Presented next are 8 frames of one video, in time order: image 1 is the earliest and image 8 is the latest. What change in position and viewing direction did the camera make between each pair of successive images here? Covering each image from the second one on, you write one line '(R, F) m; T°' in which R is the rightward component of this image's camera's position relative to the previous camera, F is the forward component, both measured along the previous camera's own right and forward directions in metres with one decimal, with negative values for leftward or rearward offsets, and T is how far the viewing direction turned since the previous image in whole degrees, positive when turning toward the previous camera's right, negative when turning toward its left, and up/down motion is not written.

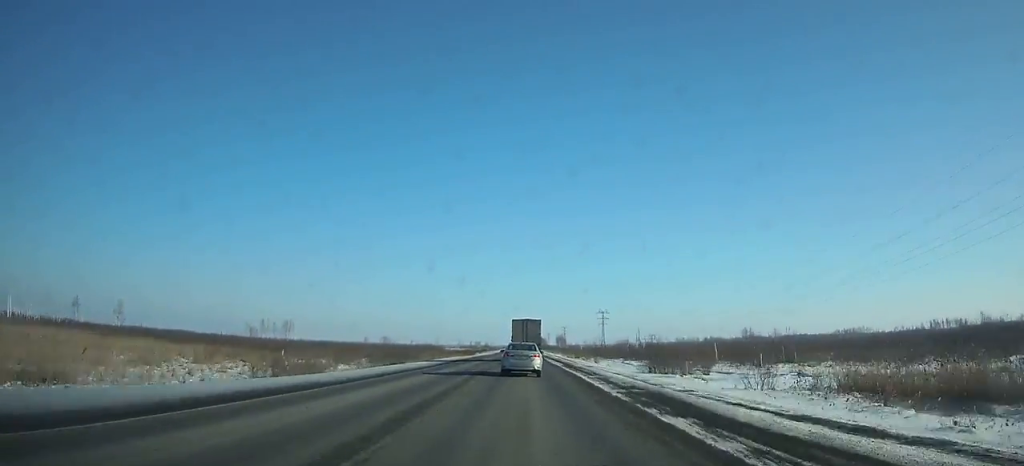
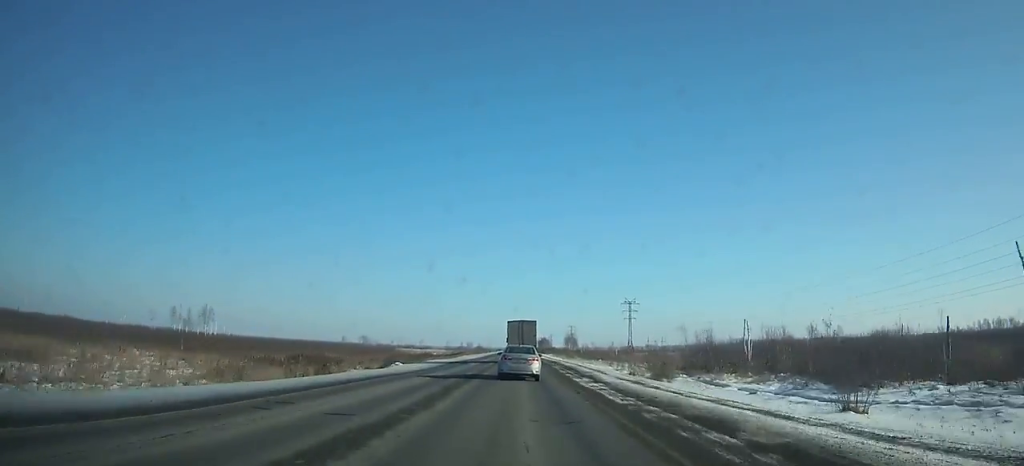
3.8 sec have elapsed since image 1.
(+0.3, +84.6) m; 0°
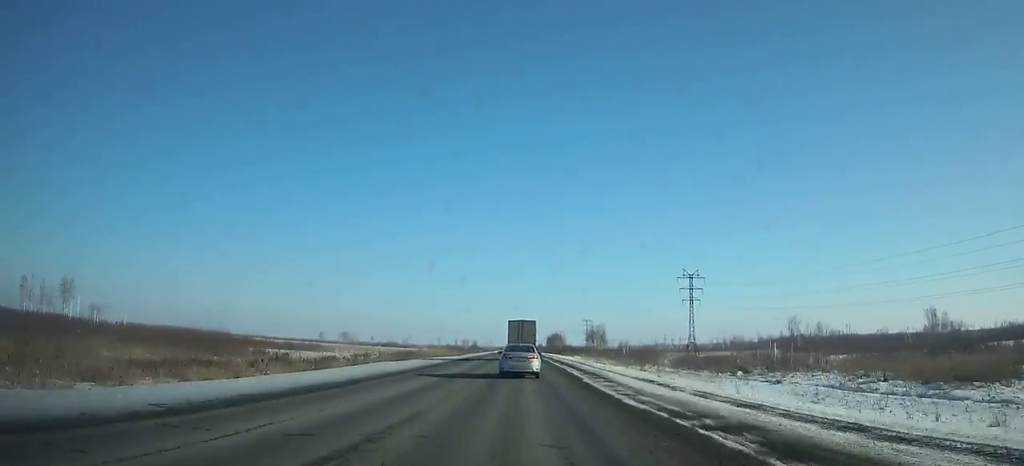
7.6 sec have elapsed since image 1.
(-0.8, +83.5) m; -1°
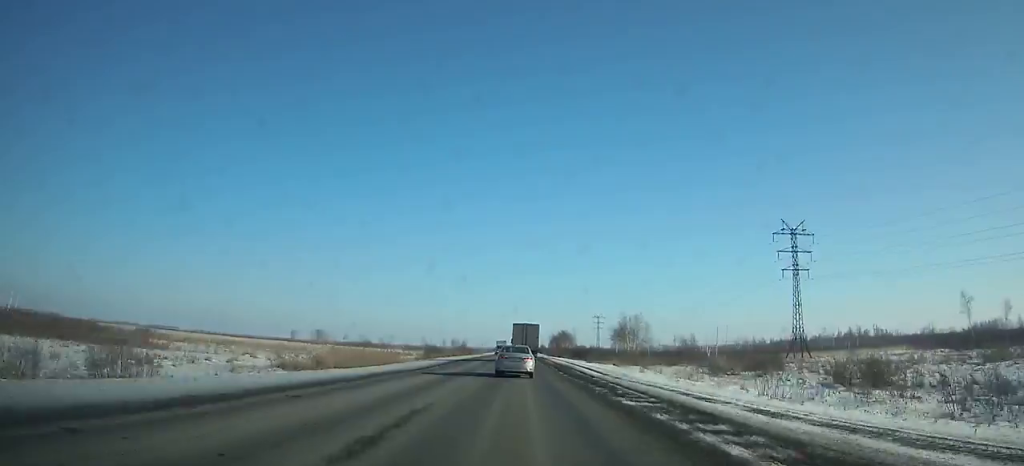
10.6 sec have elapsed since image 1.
(-0.1, +66.0) m; 0°
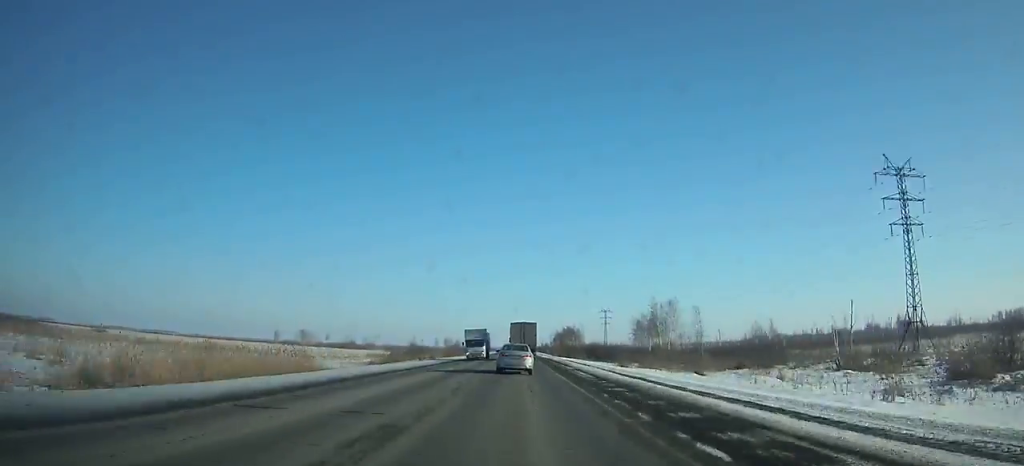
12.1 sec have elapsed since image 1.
(+0.1, +33.2) m; 0°
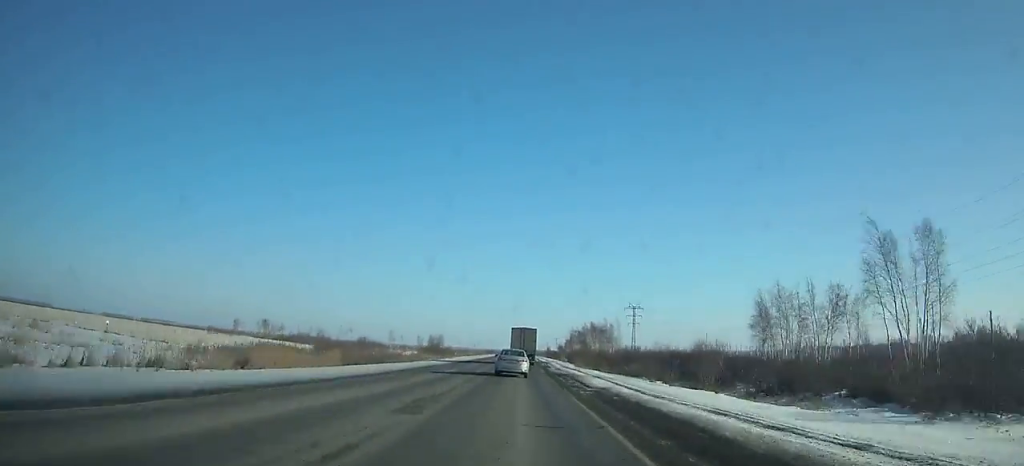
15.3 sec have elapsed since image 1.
(+0.2, +71.8) m; 0°
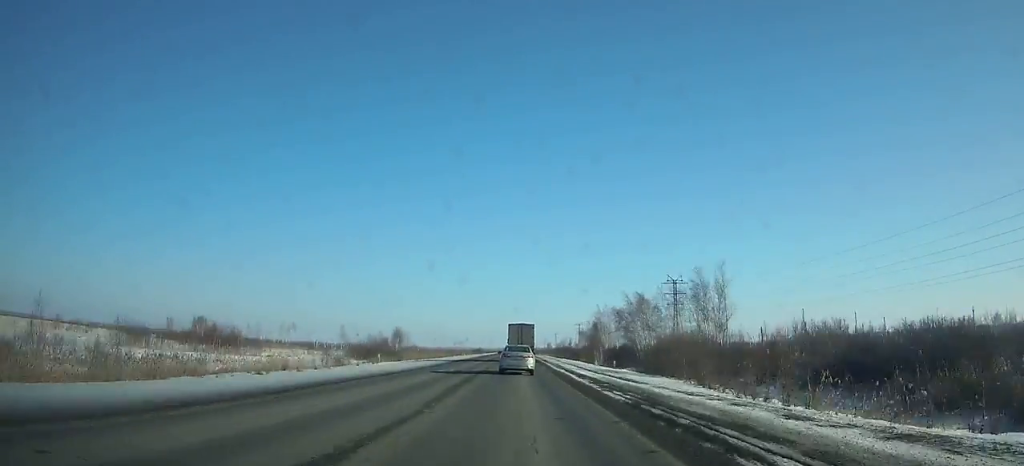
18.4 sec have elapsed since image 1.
(-0.2, +70.6) m; 0°
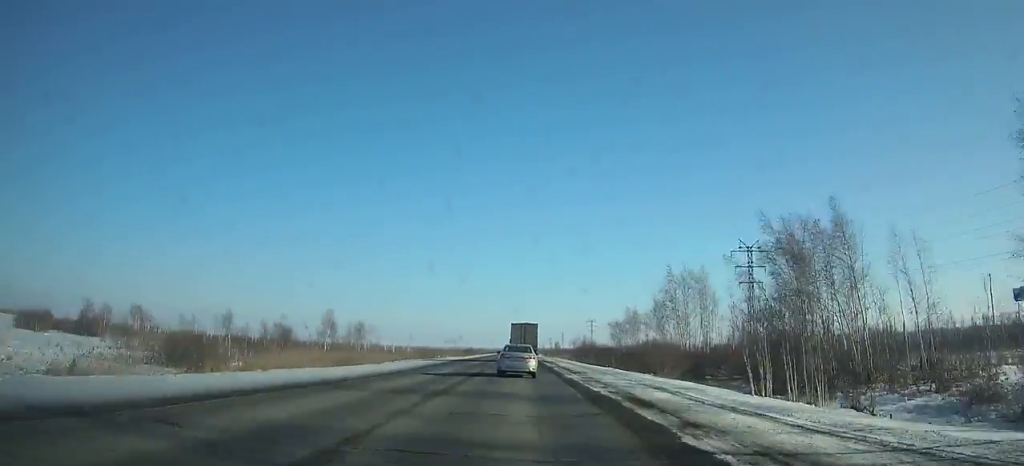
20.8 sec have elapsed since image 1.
(0.0, +55.0) m; 0°
